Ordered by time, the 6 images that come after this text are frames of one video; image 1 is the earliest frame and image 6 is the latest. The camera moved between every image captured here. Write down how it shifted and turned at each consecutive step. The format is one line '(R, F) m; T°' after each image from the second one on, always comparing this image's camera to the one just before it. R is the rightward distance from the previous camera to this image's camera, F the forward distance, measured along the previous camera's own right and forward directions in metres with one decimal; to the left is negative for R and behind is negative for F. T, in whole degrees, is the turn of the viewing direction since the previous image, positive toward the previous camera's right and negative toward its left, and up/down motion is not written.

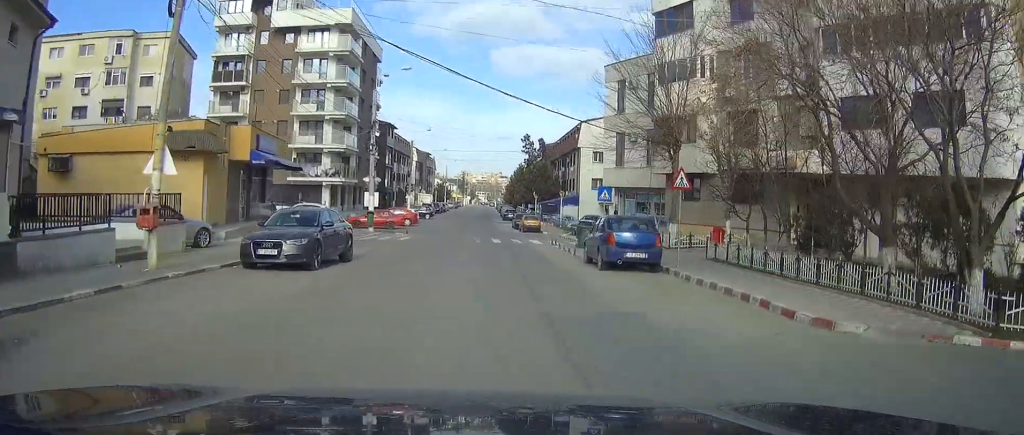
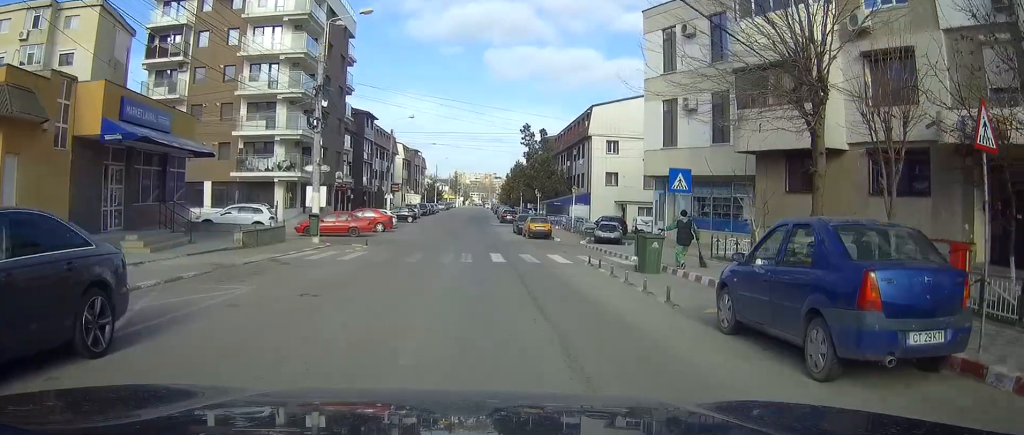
(+0.5, +13.4) m; +2°
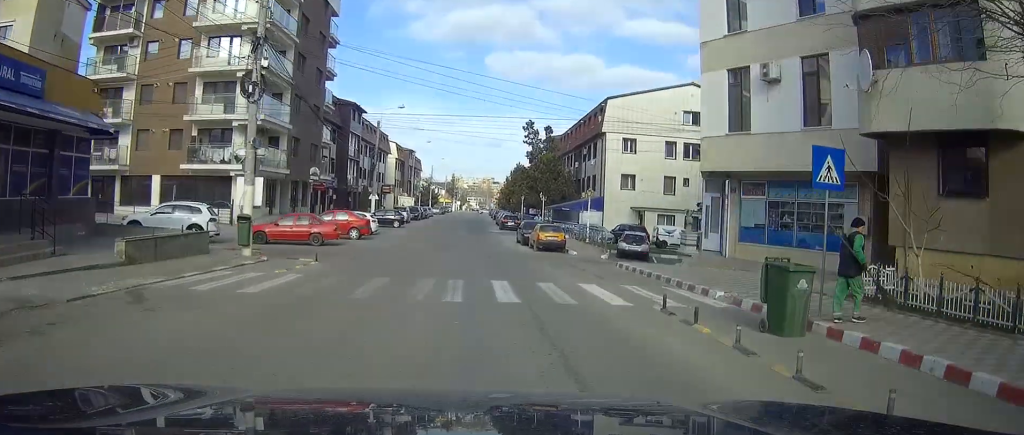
(-0.1, +9.0) m; -1°
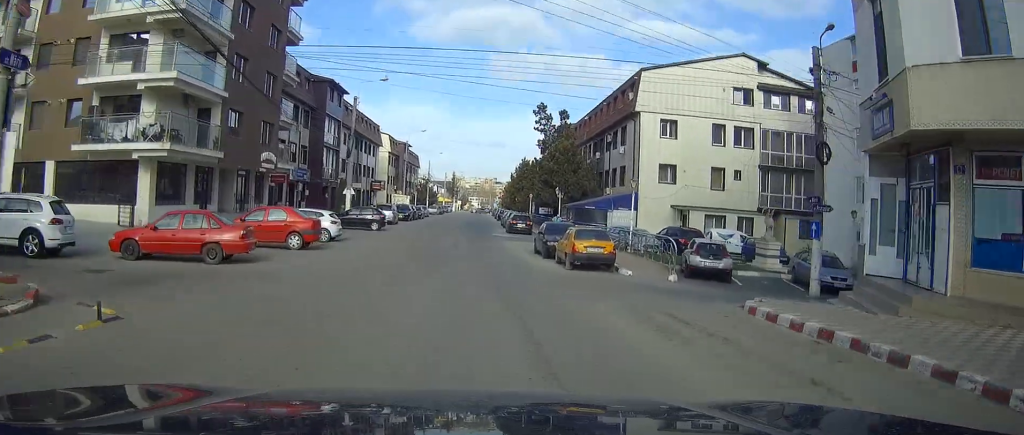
(-0.2, +13.2) m; -1°
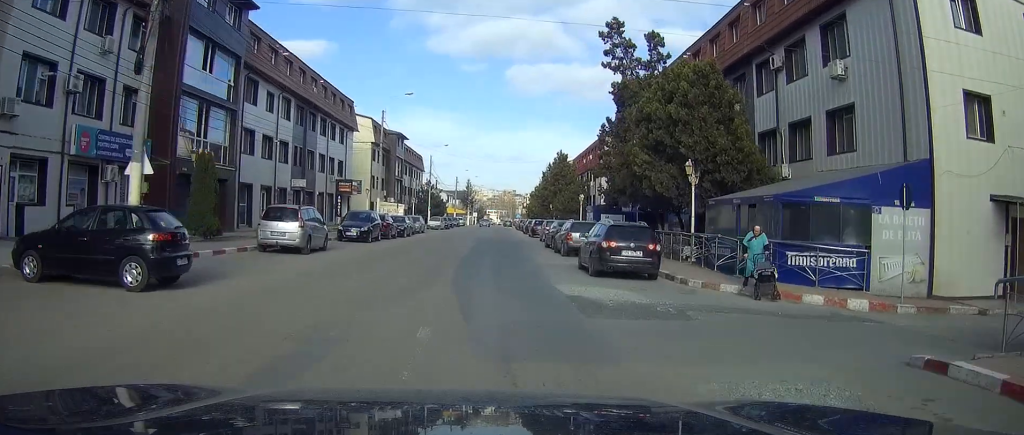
(-0.2, +33.6) m; +1°
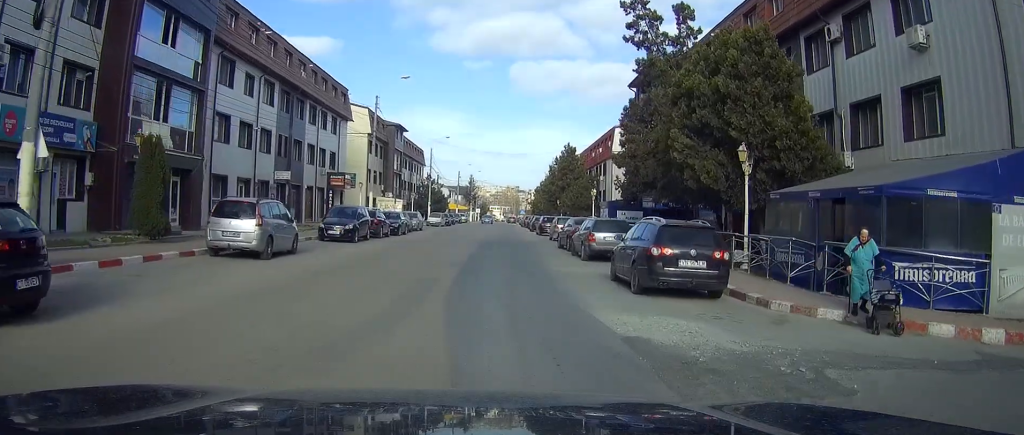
(+0.1, +5.2) m; +1°
